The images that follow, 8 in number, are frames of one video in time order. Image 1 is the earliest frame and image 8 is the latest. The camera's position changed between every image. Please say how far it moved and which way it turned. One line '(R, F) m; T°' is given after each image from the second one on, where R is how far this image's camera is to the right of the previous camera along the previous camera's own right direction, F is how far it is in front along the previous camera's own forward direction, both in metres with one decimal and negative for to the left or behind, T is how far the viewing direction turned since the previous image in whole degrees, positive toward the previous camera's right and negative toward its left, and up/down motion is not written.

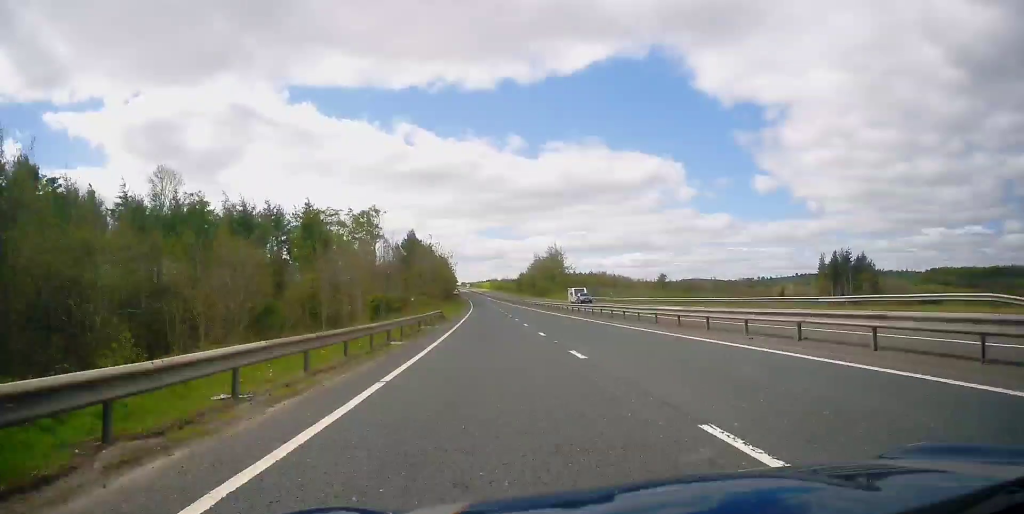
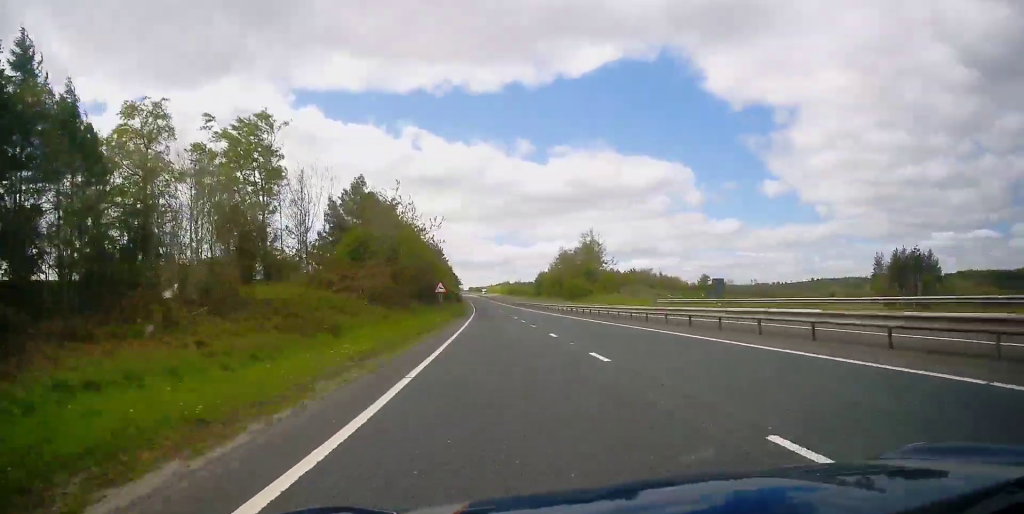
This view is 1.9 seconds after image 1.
(-1.4, +53.1) m; -2°
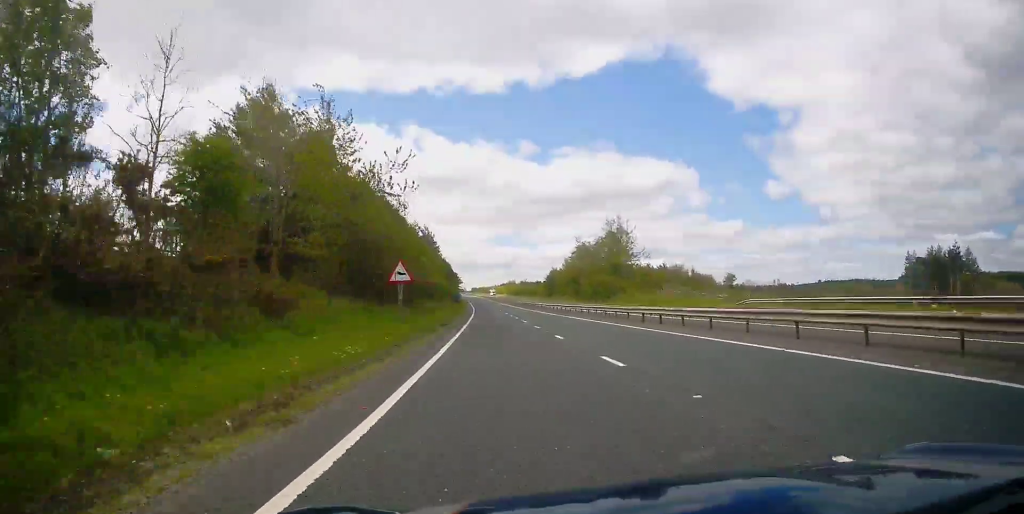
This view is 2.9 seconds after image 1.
(+0.1, +28.5) m; 0°
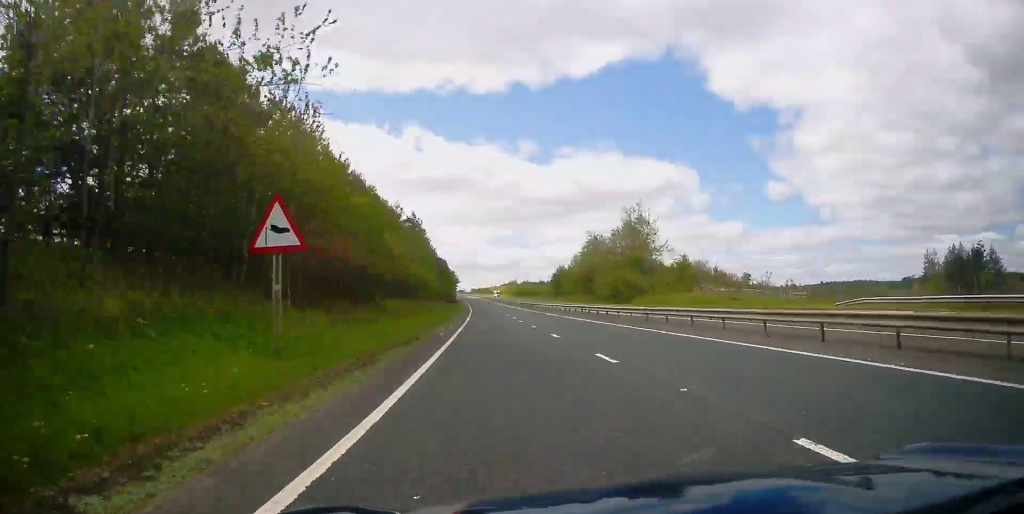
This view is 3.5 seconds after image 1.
(-0.1, +17.2) m; 0°
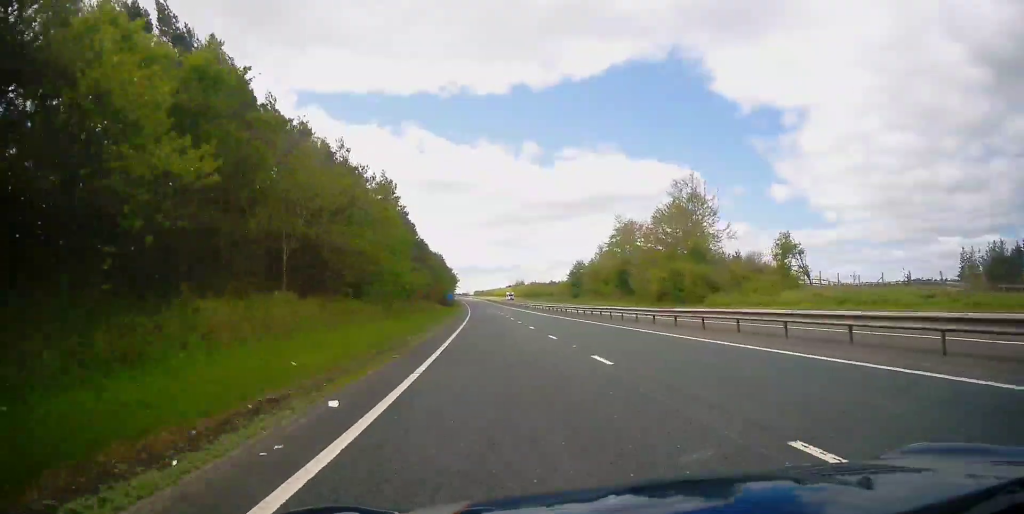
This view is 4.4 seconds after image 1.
(-0.2, +26.4) m; 0°
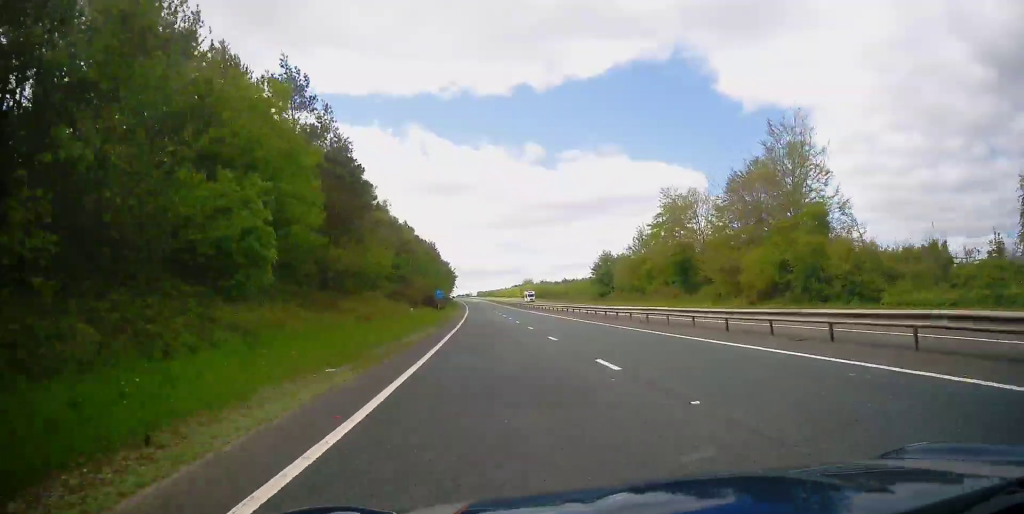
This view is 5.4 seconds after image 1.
(0.0, +27.7) m; 0°
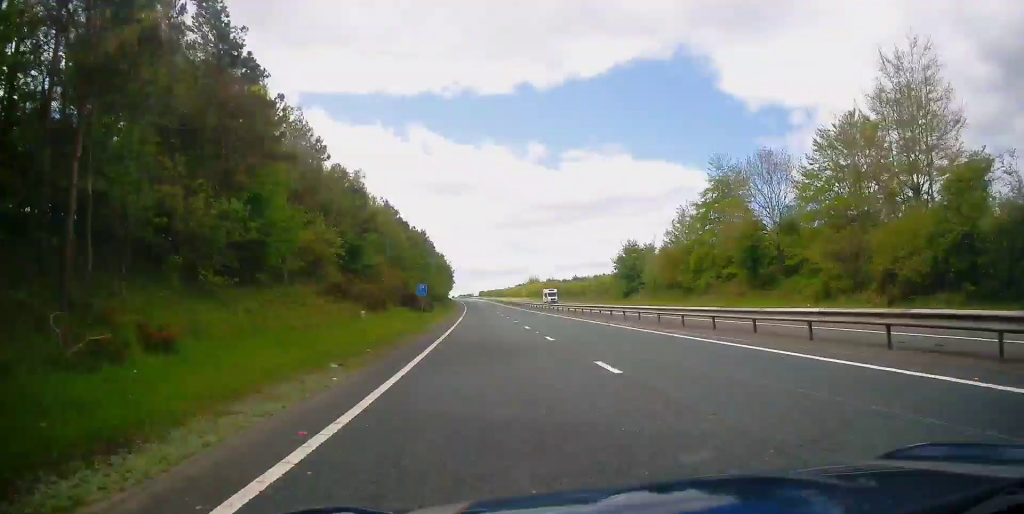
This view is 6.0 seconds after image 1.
(-0.1, +18.5) m; 0°
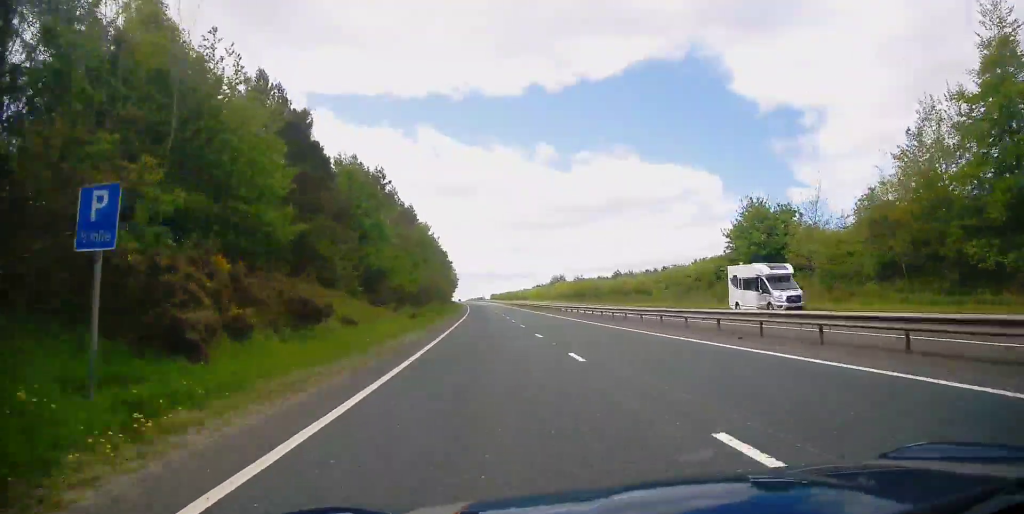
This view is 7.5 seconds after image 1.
(-0.4, +42.8) m; -1°
